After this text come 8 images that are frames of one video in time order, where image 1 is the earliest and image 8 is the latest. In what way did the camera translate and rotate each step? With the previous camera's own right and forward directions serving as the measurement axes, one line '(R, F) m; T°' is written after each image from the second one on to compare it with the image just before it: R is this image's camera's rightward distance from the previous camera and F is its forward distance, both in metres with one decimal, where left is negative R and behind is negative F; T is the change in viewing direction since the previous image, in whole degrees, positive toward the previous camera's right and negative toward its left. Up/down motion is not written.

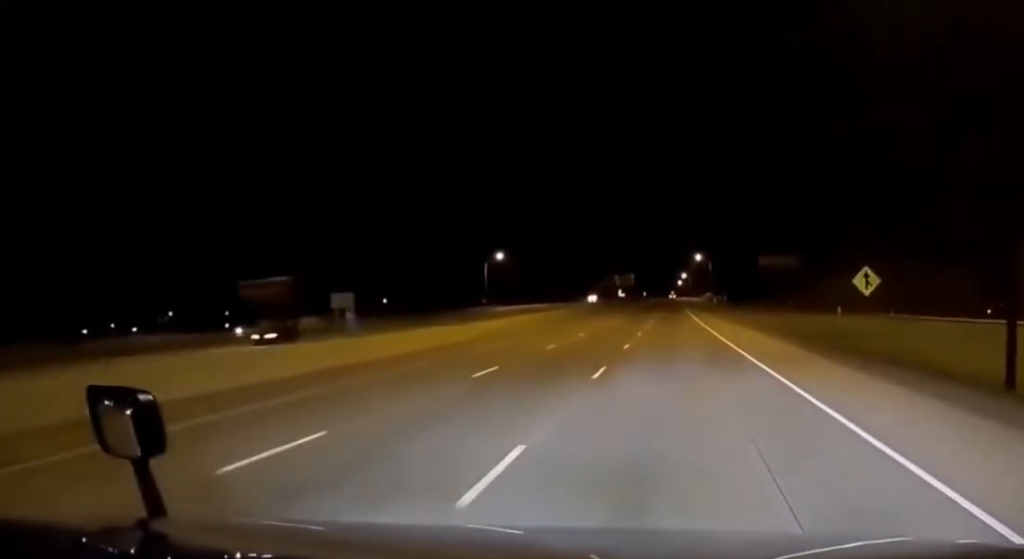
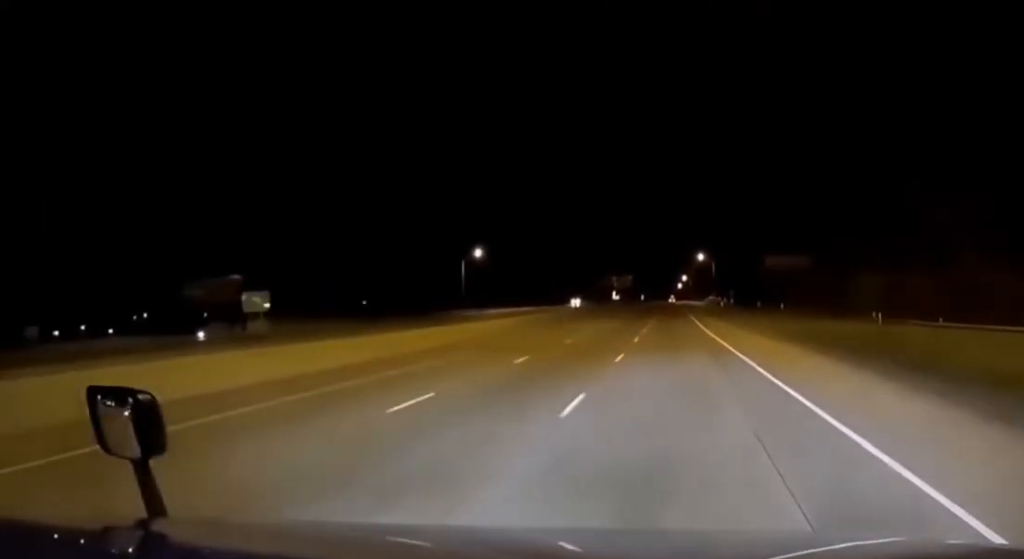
(-0.2, +18.8) m; -1°
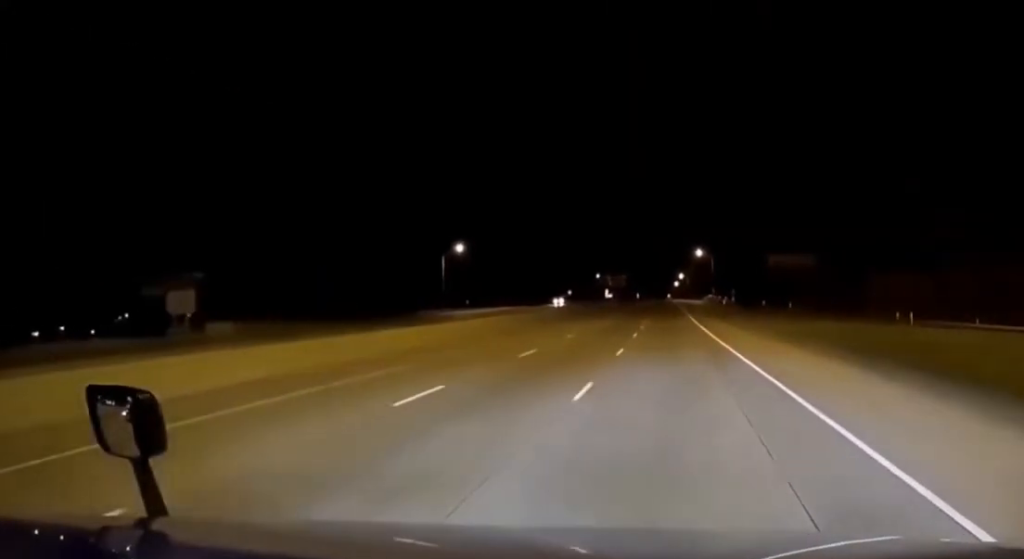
(-0.3, +11.1) m; 0°
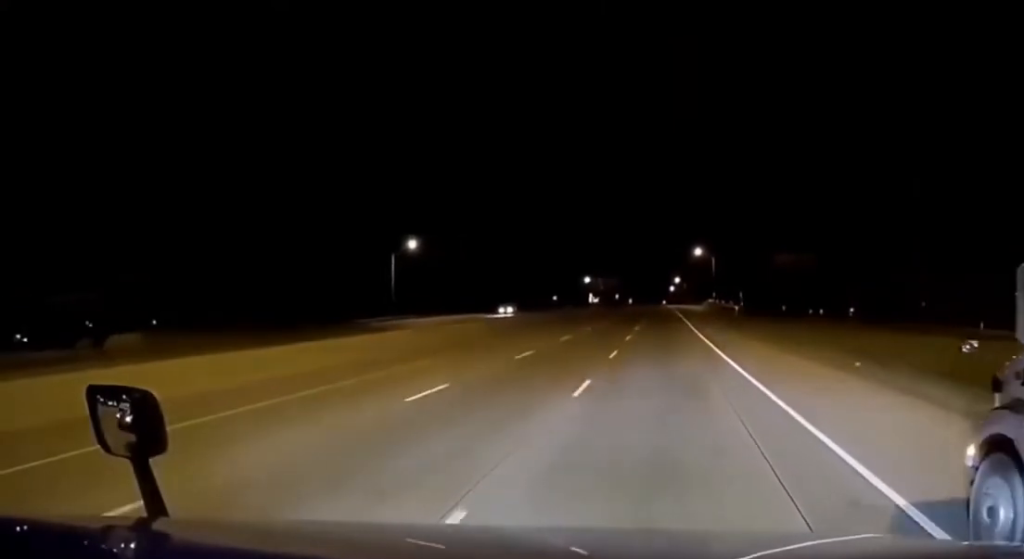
(+0.3, +23.8) m; +1°
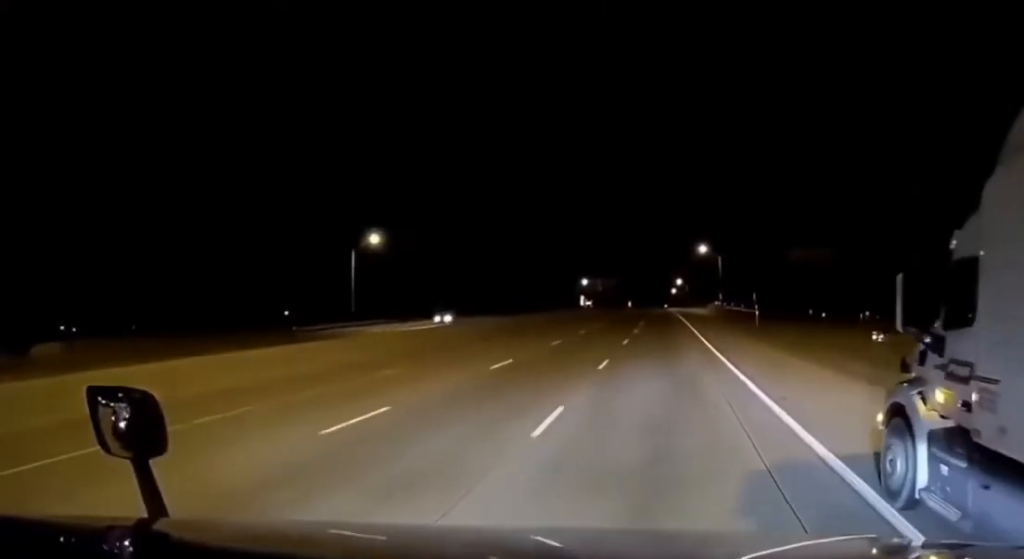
(+0.1, +16.0) m; 0°
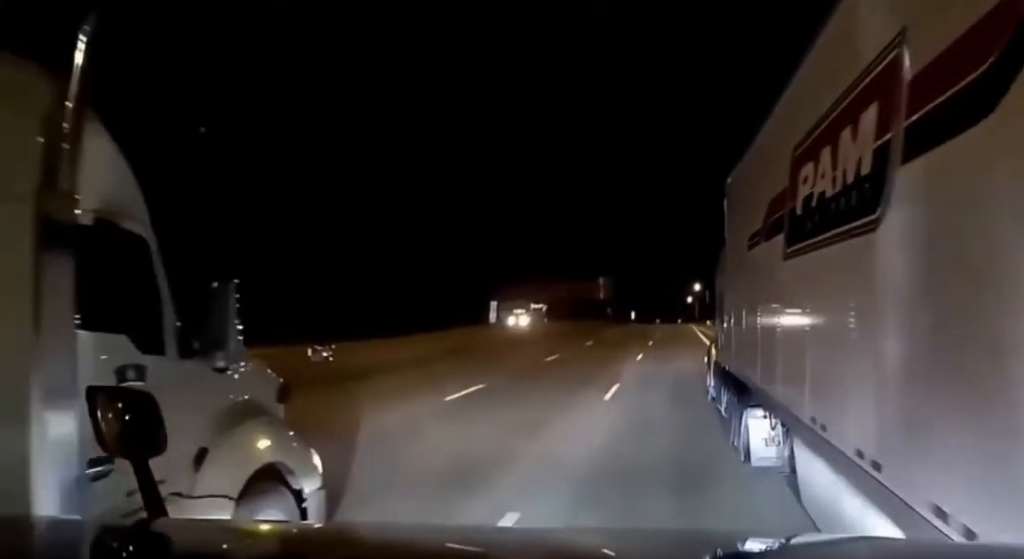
(-2.1, +66.1) m; -3°
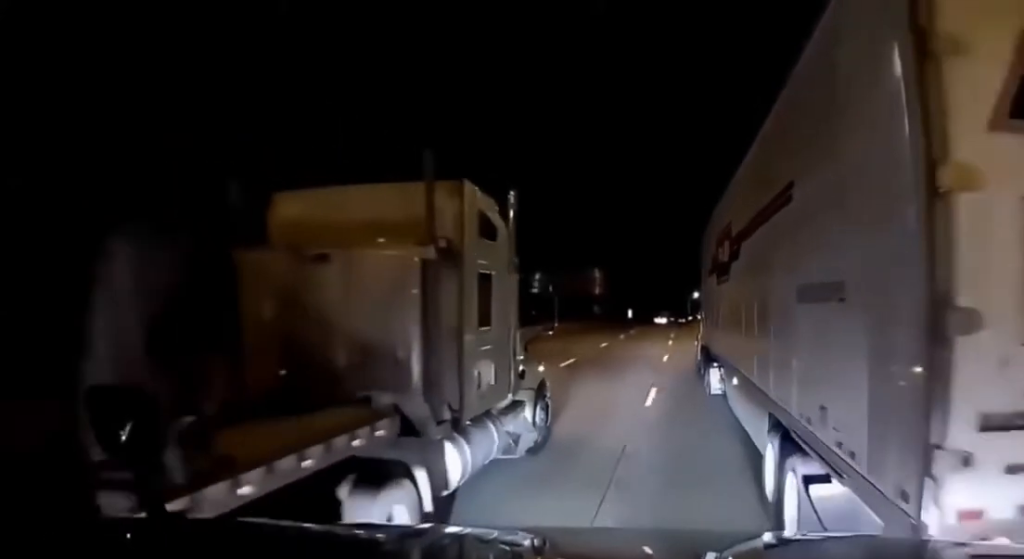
(+0.8, +36.1) m; +3°
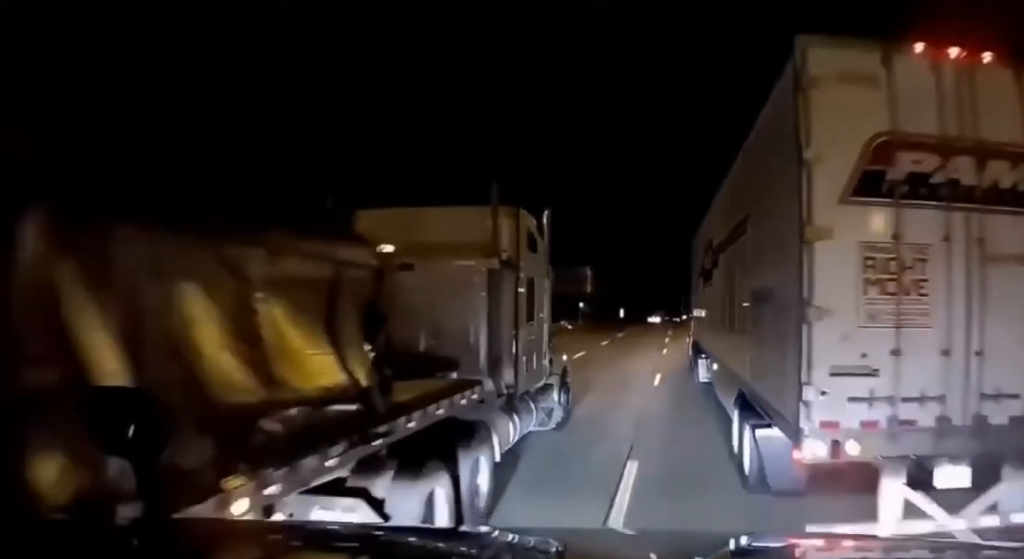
(+0.1, +9.1) m; +1°
